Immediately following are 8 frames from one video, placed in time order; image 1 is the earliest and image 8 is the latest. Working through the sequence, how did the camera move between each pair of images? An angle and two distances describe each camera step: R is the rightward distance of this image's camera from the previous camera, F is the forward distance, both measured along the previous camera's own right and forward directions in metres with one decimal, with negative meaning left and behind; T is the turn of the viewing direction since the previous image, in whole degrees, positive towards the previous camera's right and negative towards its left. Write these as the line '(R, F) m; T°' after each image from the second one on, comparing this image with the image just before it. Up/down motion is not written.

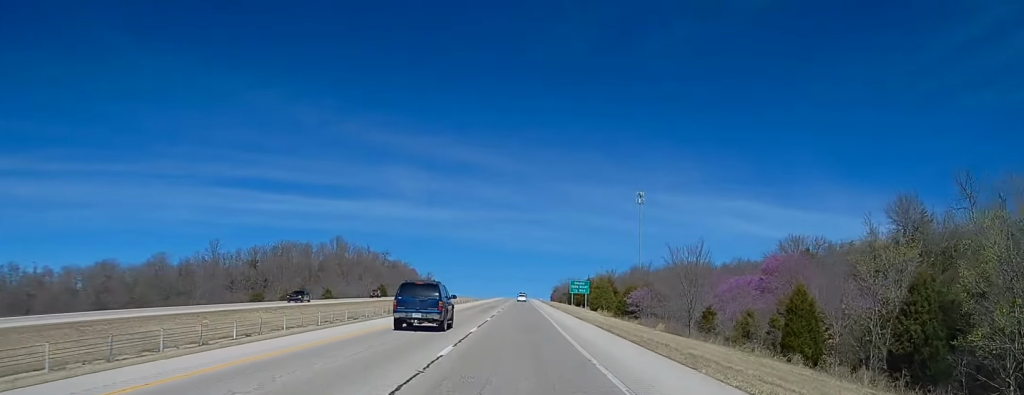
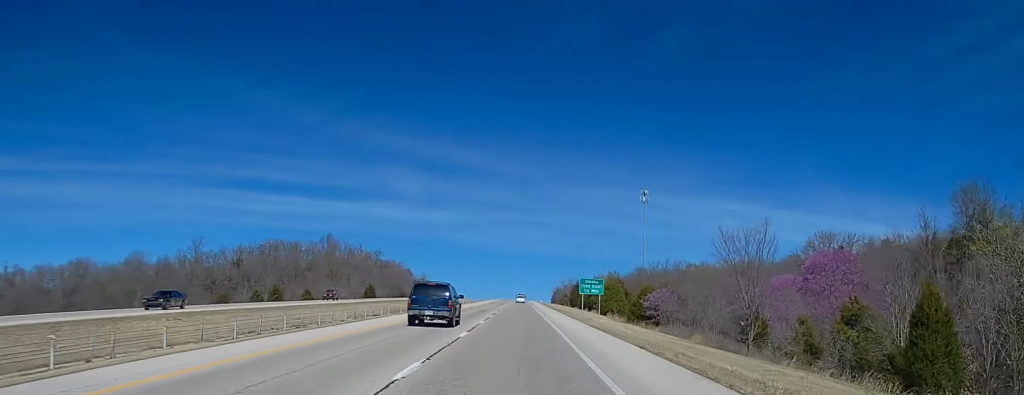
(0.0, +17.2) m; 0°
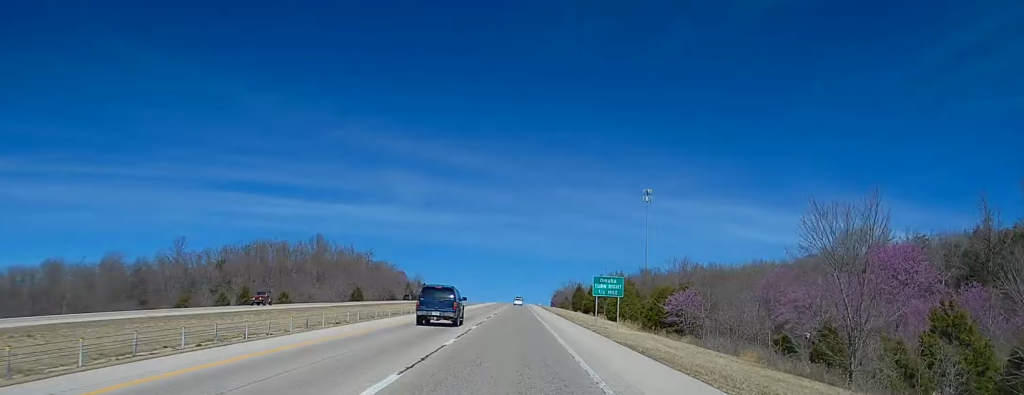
(0.0, +15.5) m; 0°
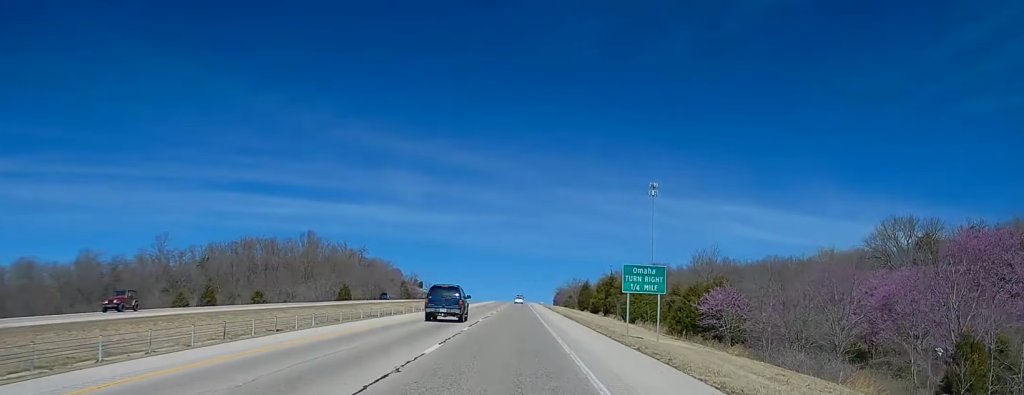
(0.0, +16.3) m; 0°
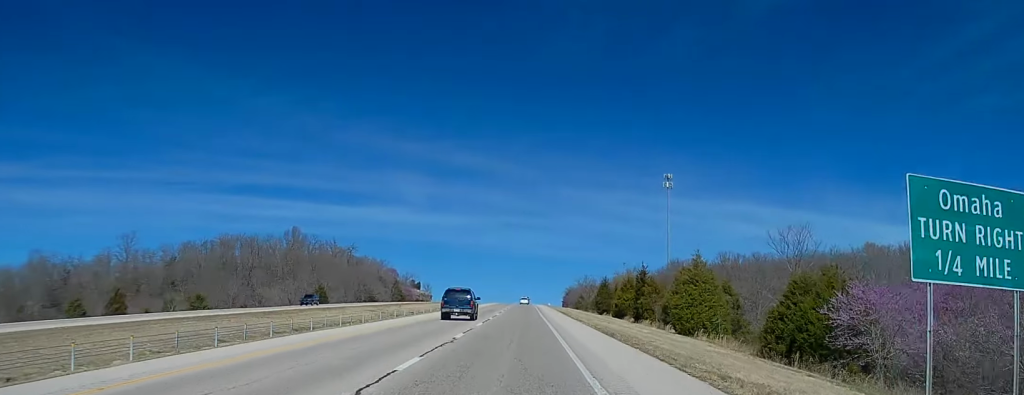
(0.0, +28.7) m; 0°
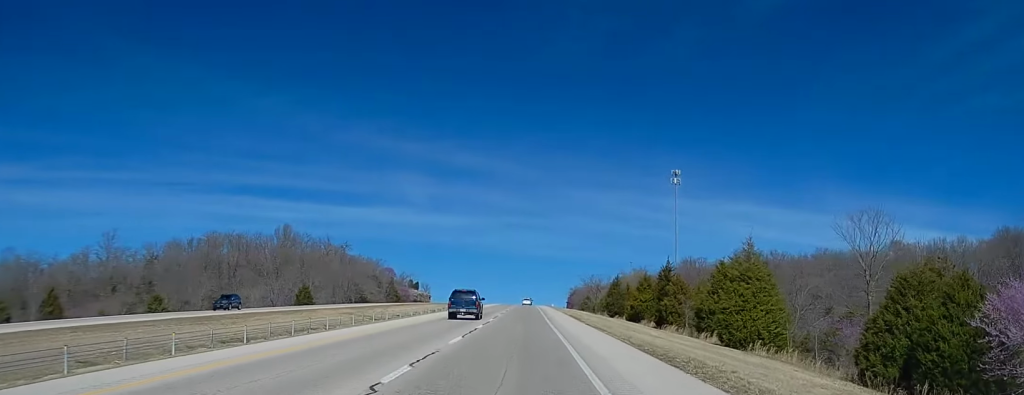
(0.0, +14.1) m; 0°
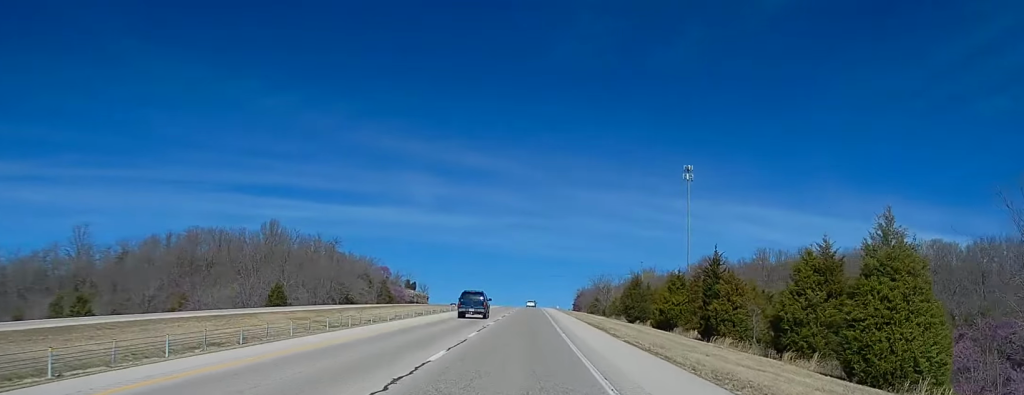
(-0.1, +19.3) m; 0°
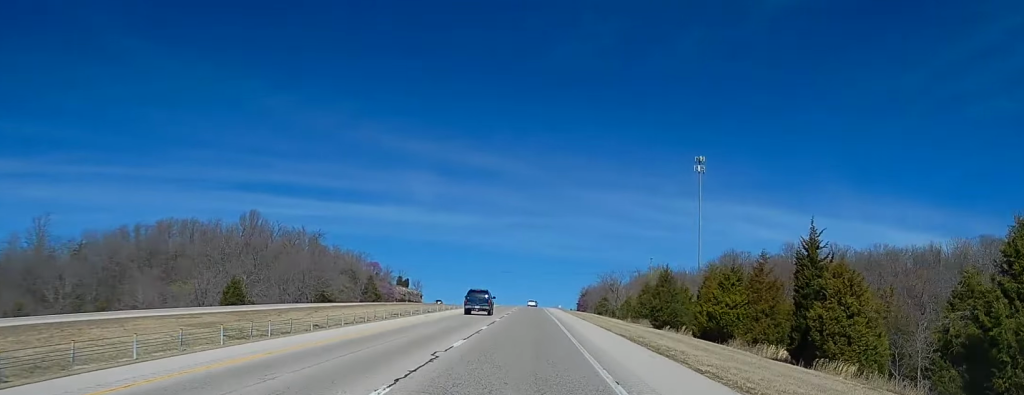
(0.0, +21.0) m; -1°
